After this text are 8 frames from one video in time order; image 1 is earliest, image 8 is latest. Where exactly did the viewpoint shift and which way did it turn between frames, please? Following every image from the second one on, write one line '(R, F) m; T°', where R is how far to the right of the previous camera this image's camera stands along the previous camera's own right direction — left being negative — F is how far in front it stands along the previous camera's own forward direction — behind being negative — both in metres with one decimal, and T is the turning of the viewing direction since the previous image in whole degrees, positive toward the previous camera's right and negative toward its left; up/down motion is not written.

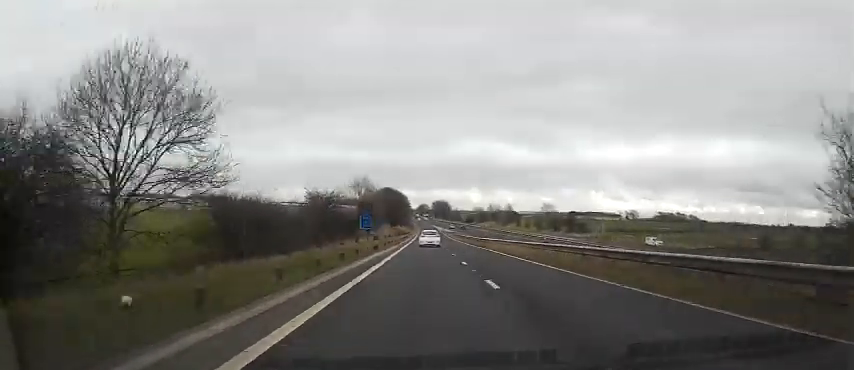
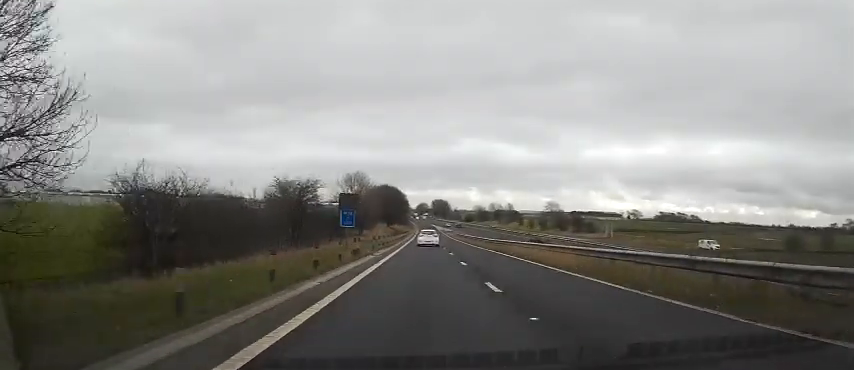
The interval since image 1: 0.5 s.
(-0.2, +9.1) m; 0°
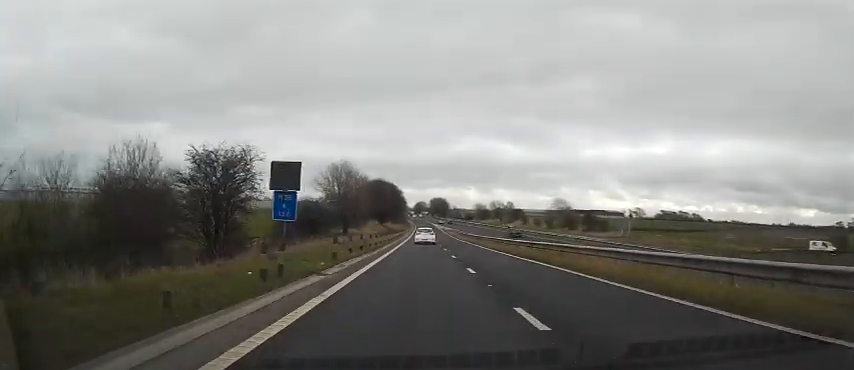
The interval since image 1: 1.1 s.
(+0.2, +14.0) m; +1°
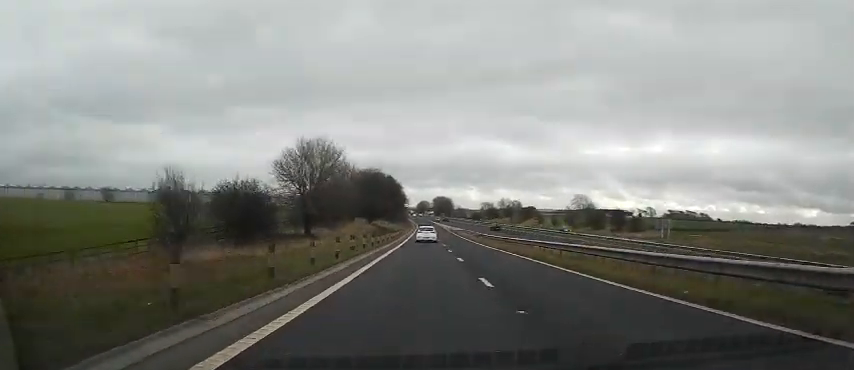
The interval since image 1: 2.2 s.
(+0.4, +22.5) m; +1°
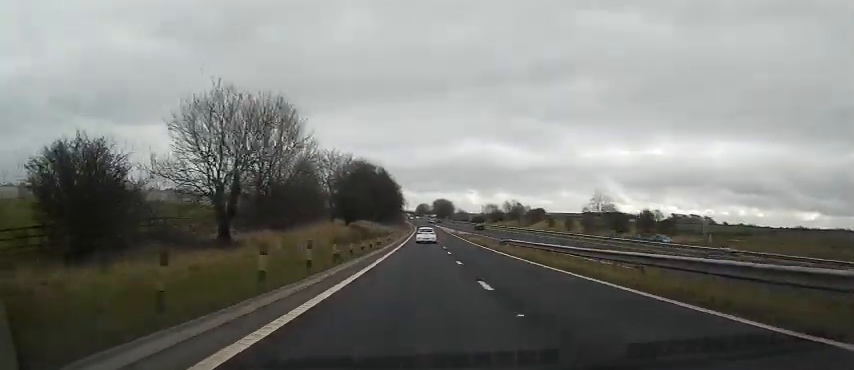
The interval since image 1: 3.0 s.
(-0.1, +18.5) m; -1°
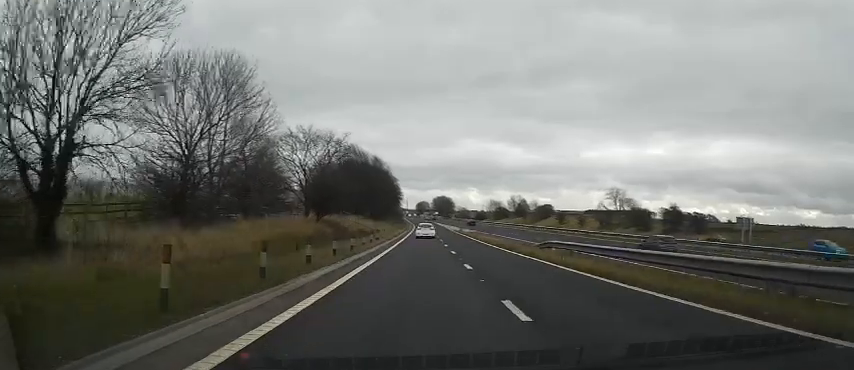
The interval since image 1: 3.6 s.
(-0.1, +13.1) m; -1°
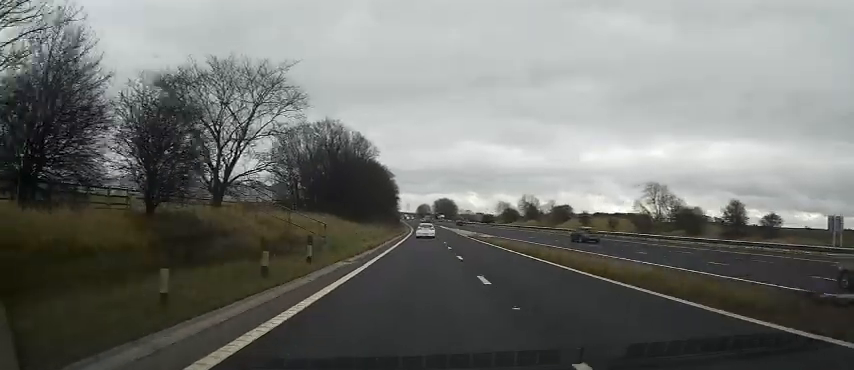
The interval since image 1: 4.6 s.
(-0.1, +22.8) m; 0°
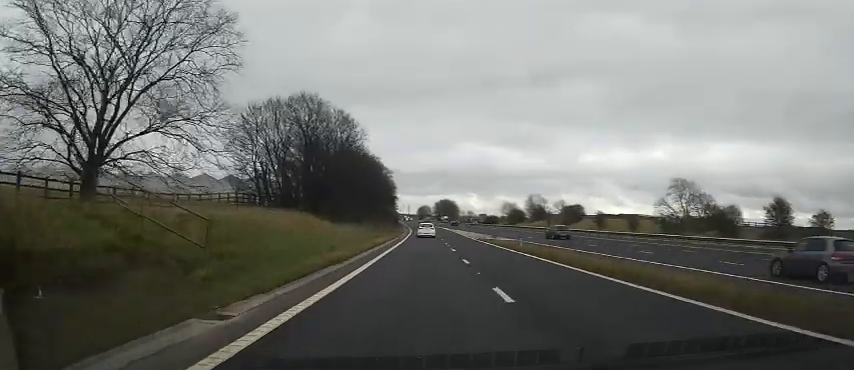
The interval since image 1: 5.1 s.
(0.0, +12.4) m; +1°
